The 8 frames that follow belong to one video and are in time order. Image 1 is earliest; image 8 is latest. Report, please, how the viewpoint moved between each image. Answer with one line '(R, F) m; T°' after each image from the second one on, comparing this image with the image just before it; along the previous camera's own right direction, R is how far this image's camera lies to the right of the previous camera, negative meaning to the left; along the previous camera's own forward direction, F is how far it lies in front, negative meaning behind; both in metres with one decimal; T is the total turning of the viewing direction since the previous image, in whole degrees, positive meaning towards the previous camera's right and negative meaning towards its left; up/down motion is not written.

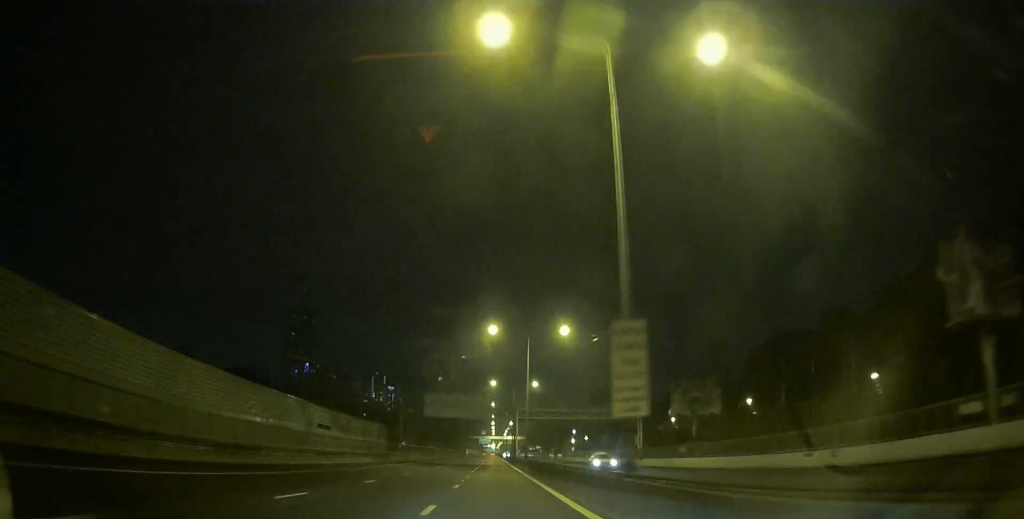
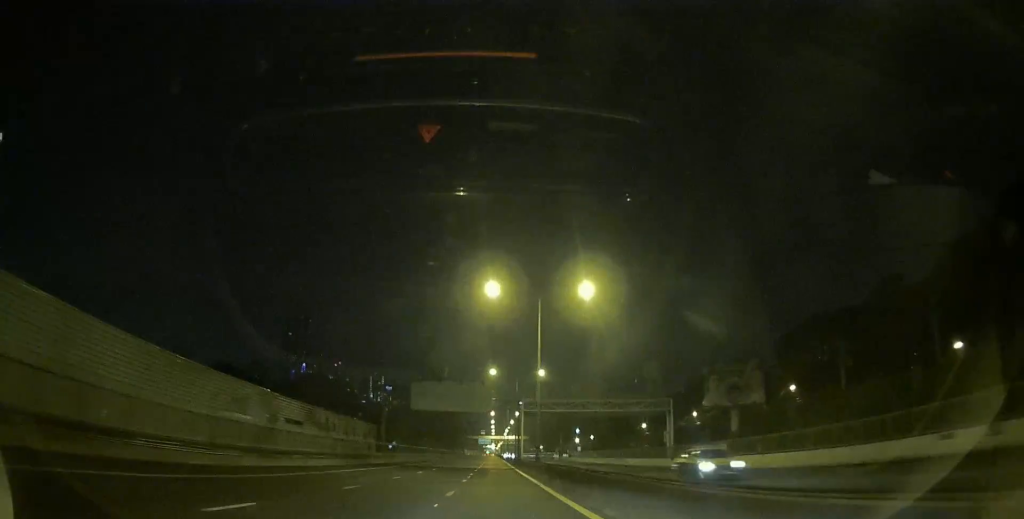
(0.0, +12.3) m; 0°
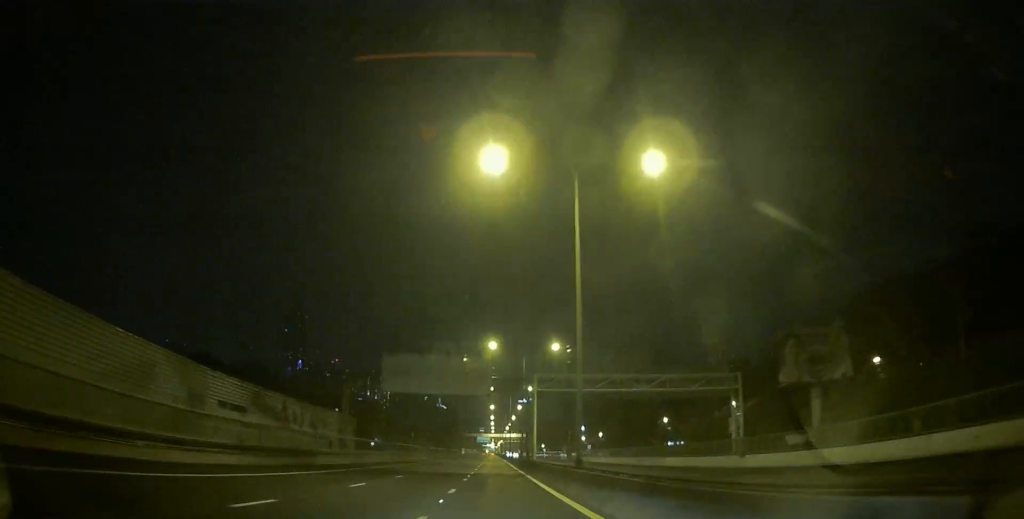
(0.0, +16.8) m; 0°
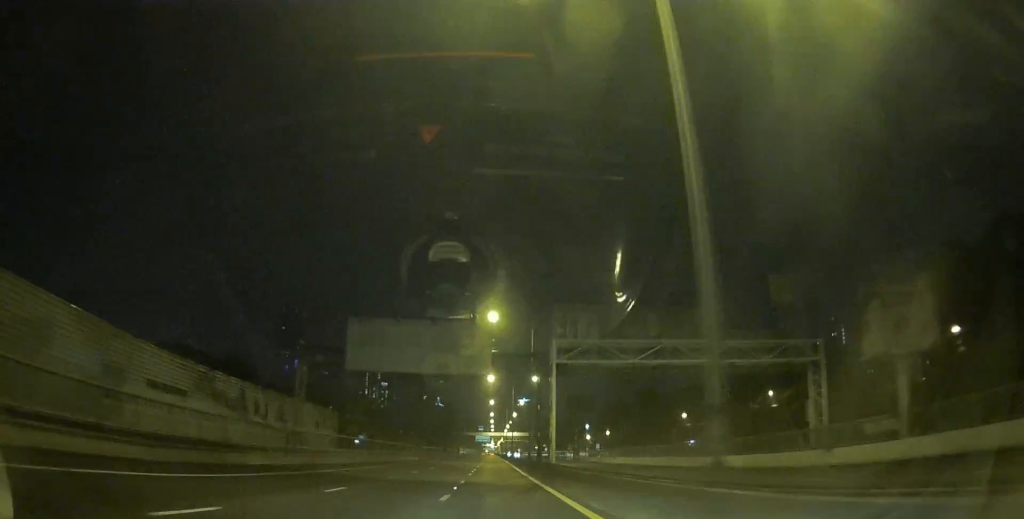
(0.0, +12.3) m; 0°
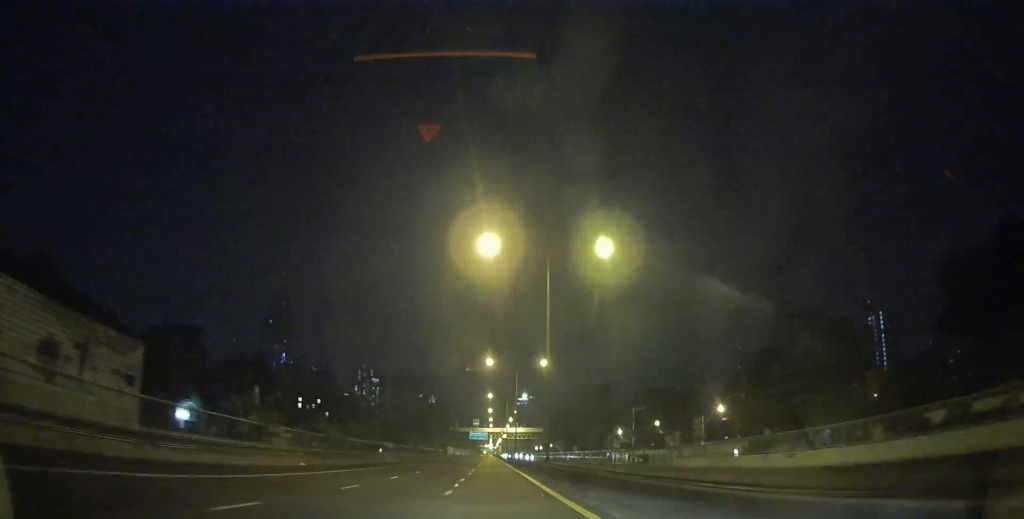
(+0.3, +52.9) m; 0°
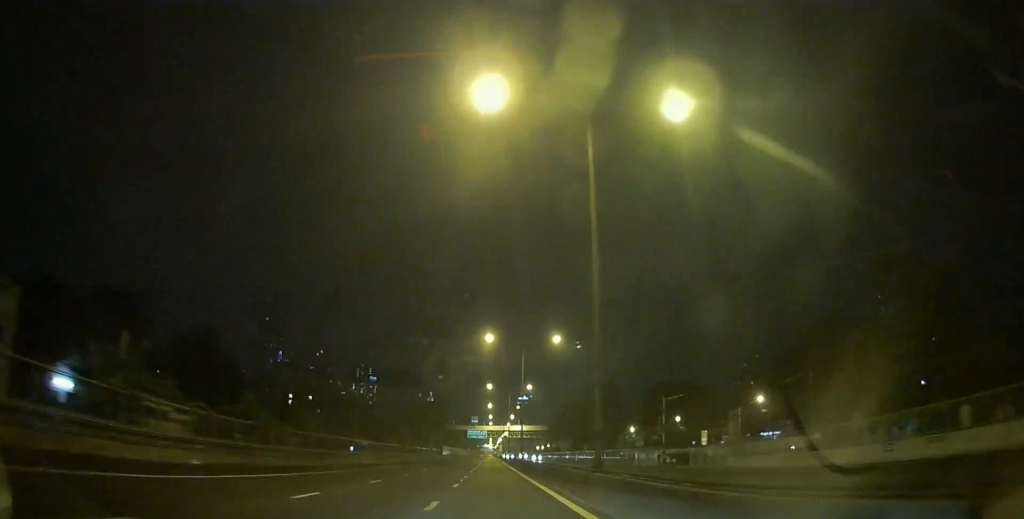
(0.0, +13.2) m; 0°
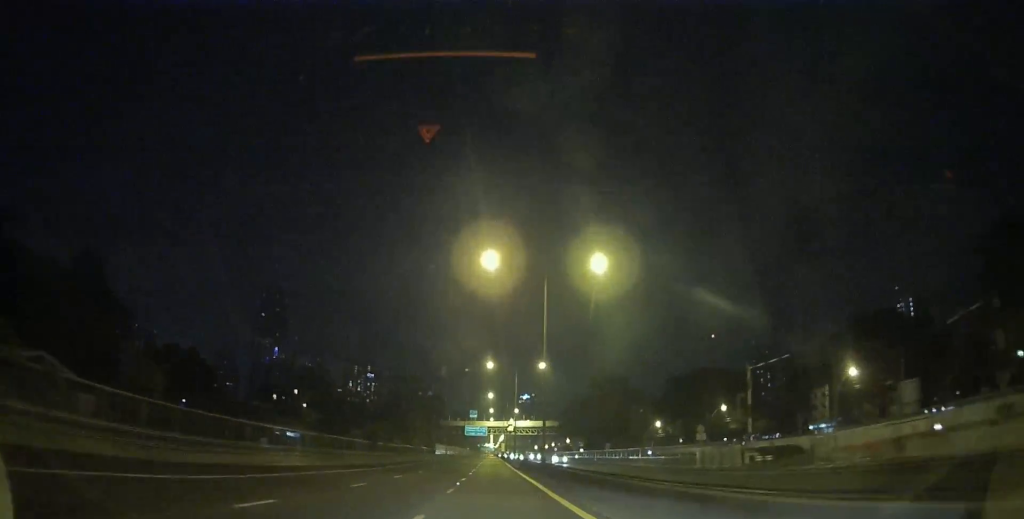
(-0.1, +21.6) m; 0°
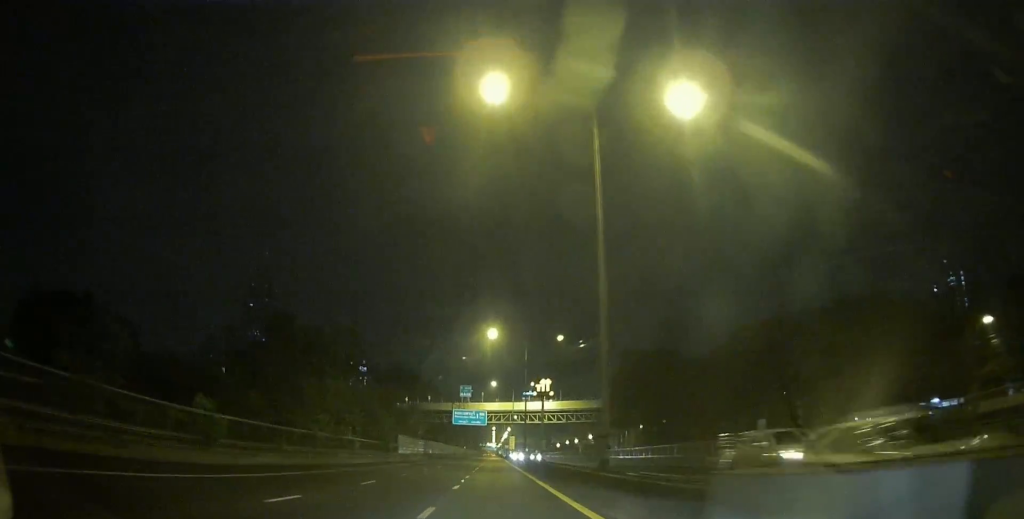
(-0.1, +53.4) m; 0°
